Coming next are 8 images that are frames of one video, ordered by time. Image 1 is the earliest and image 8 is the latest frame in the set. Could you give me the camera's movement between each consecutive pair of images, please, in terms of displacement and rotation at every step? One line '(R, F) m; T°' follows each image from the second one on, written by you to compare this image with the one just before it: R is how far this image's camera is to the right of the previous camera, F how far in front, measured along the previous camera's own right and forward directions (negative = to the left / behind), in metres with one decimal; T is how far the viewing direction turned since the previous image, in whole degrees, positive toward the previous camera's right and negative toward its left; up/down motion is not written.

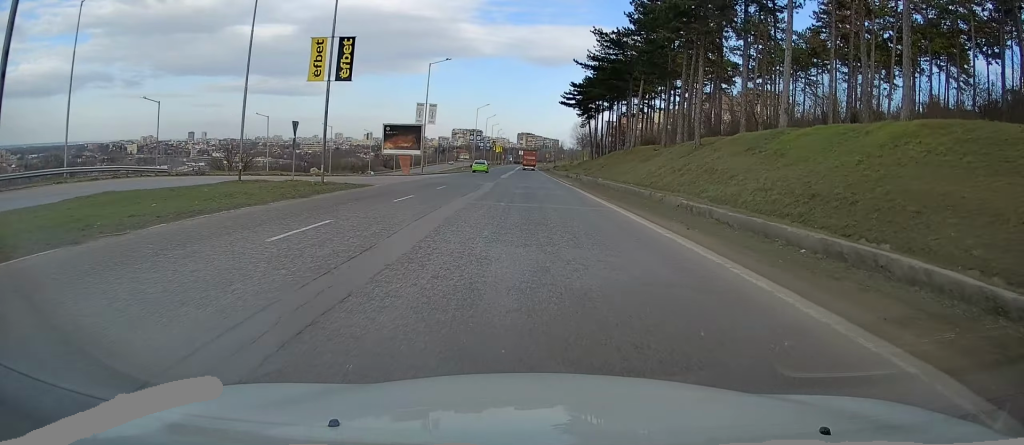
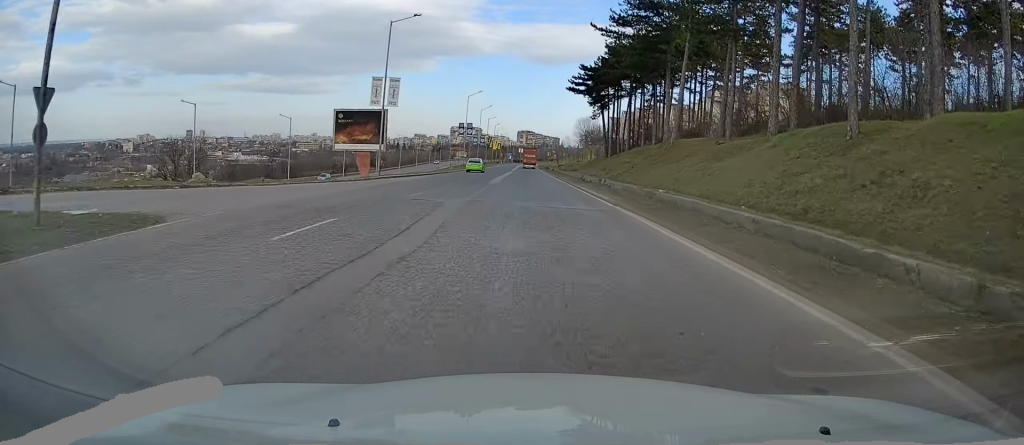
(-0.1, +18.2) m; 0°
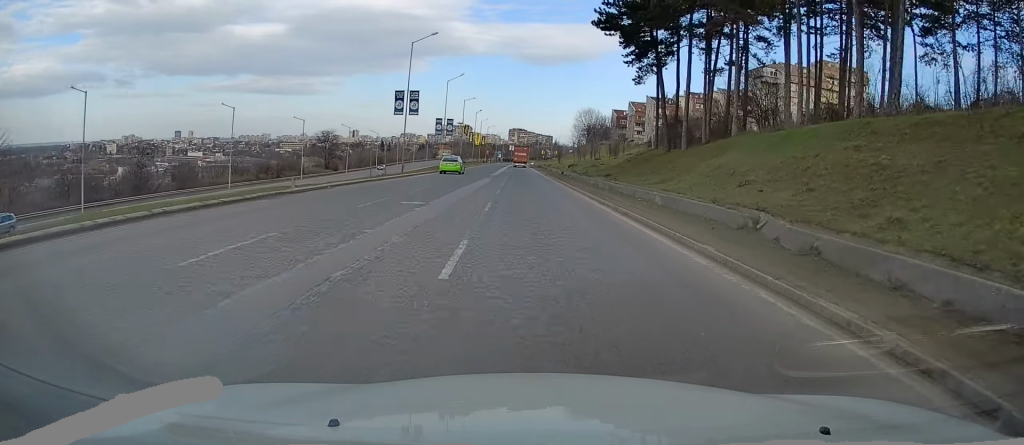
(-0.2, +41.3) m; 0°
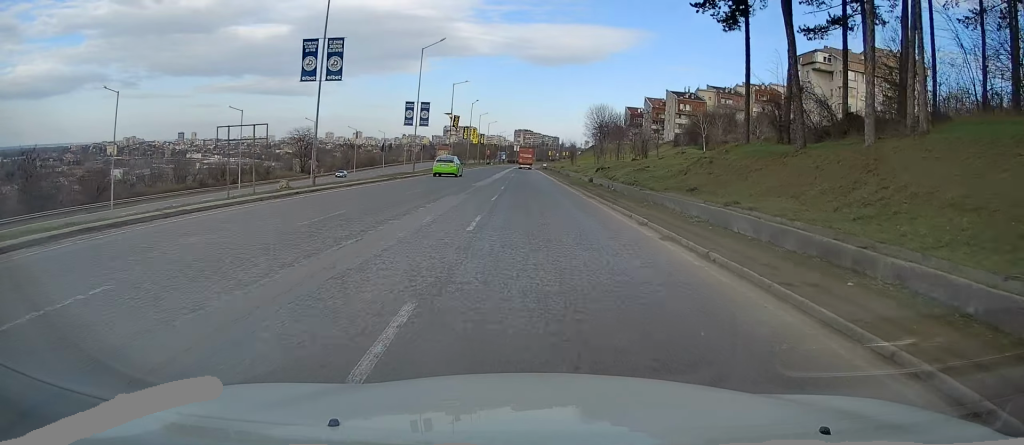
(+0.2, +22.5) m; 0°
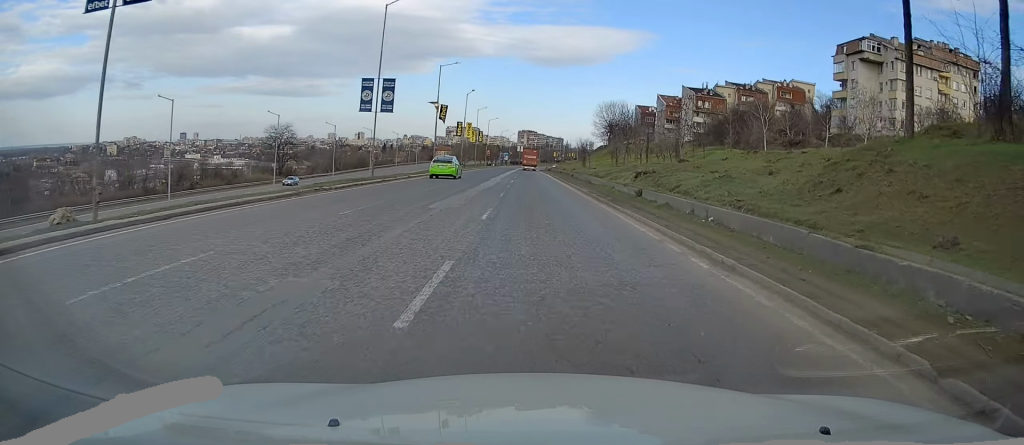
(+0.1, +15.7) m; 0°
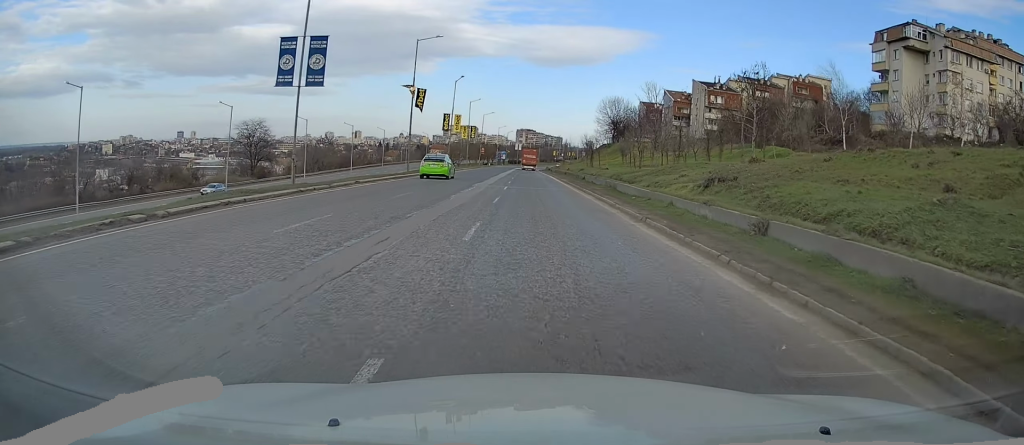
(-0.2, +12.9) m; -1°
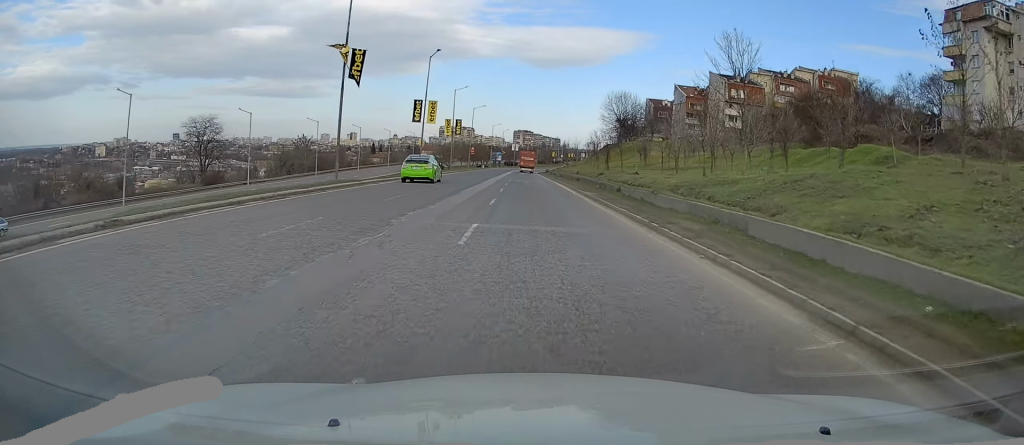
(0.0, +18.4) m; 0°
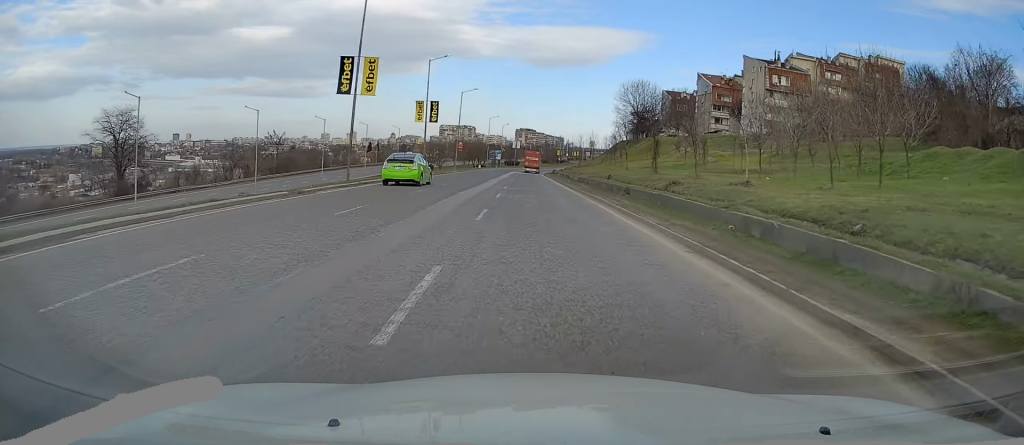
(+0.1, +23.3) m; 0°
